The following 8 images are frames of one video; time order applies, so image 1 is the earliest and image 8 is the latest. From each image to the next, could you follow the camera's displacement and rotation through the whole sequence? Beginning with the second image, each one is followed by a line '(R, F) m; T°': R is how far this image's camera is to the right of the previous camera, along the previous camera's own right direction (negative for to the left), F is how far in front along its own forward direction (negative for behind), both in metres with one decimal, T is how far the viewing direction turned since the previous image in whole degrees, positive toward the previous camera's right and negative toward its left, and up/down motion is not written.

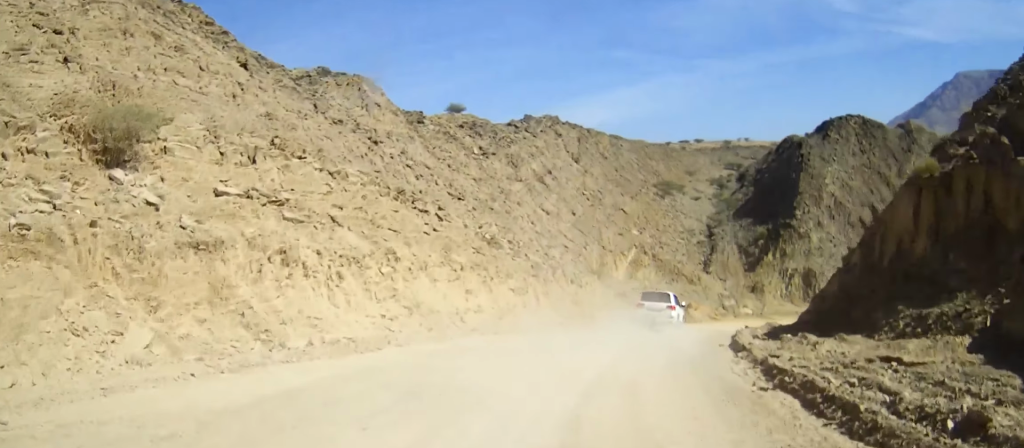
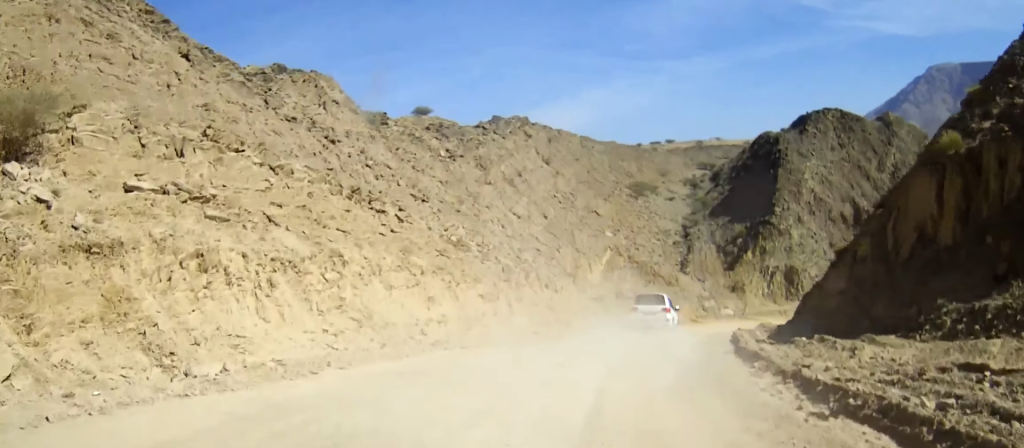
(0.0, +4.1) m; +3°
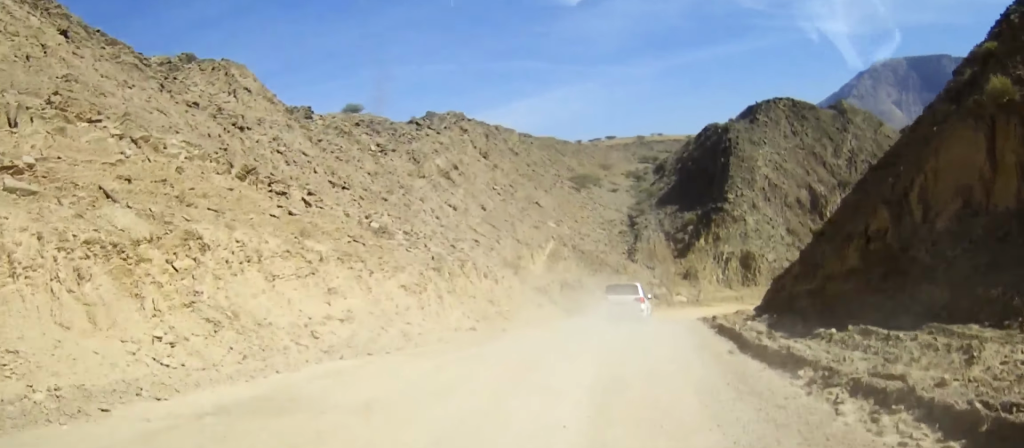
(+0.3, +6.2) m; +5°
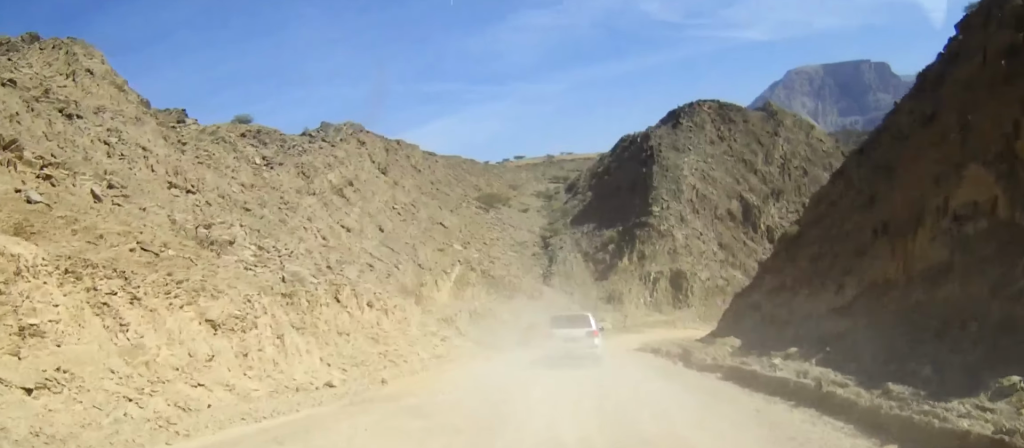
(+0.7, +10.1) m; +8°
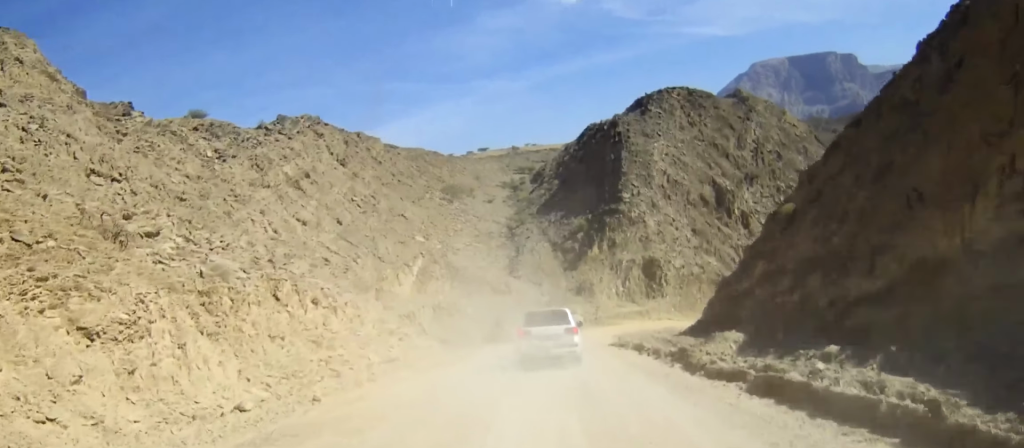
(+0.1, +3.9) m; +2°
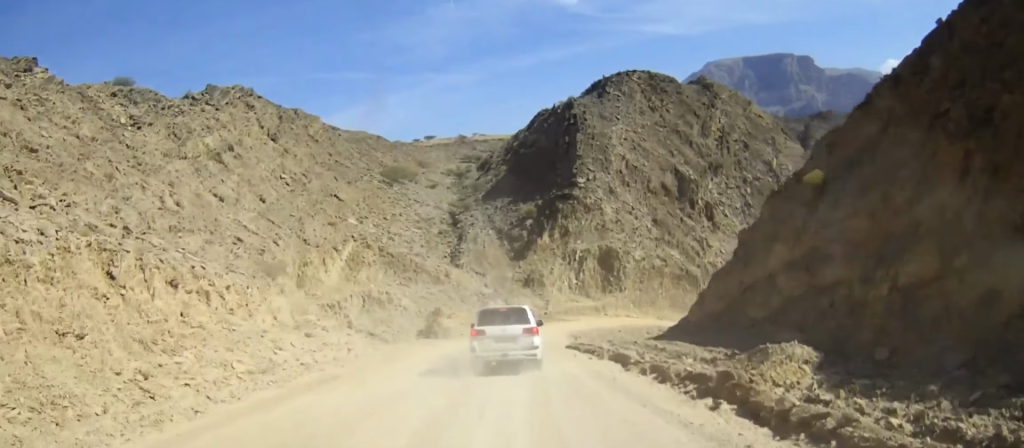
(+0.5, +10.1) m; +5°
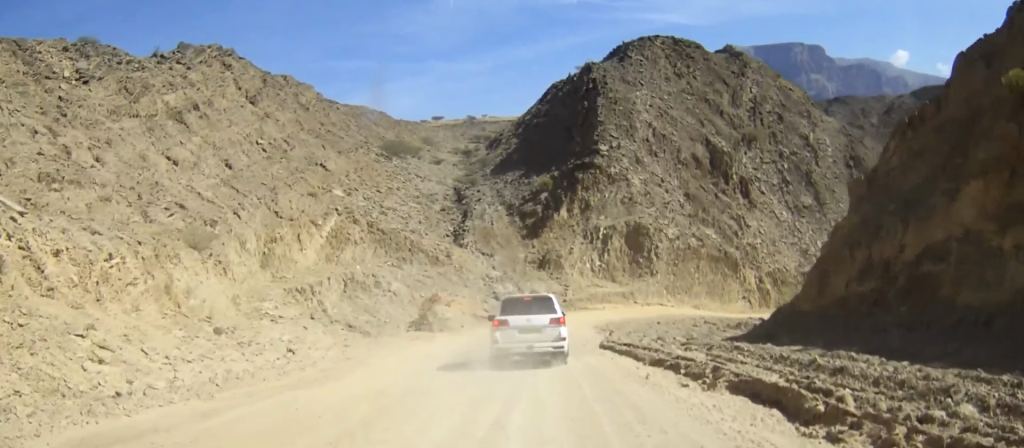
(+0.2, +12.5) m; +1°
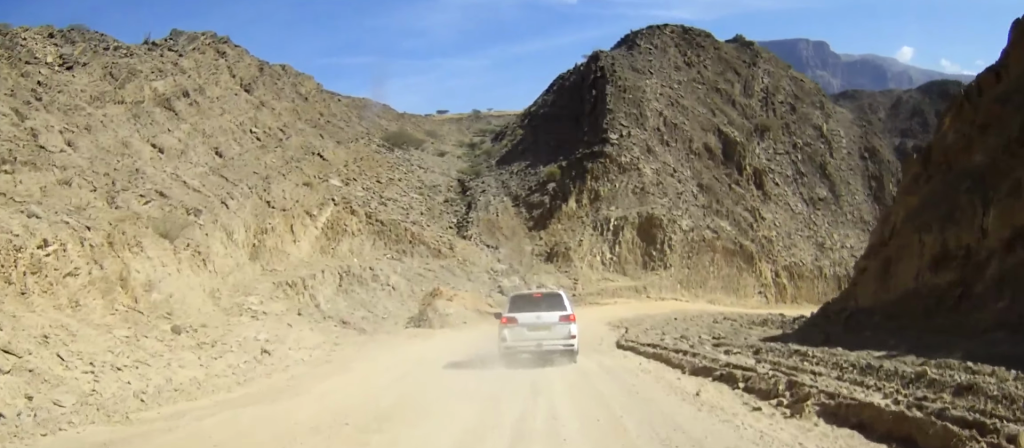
(0.0, +3.1) m; -1°
